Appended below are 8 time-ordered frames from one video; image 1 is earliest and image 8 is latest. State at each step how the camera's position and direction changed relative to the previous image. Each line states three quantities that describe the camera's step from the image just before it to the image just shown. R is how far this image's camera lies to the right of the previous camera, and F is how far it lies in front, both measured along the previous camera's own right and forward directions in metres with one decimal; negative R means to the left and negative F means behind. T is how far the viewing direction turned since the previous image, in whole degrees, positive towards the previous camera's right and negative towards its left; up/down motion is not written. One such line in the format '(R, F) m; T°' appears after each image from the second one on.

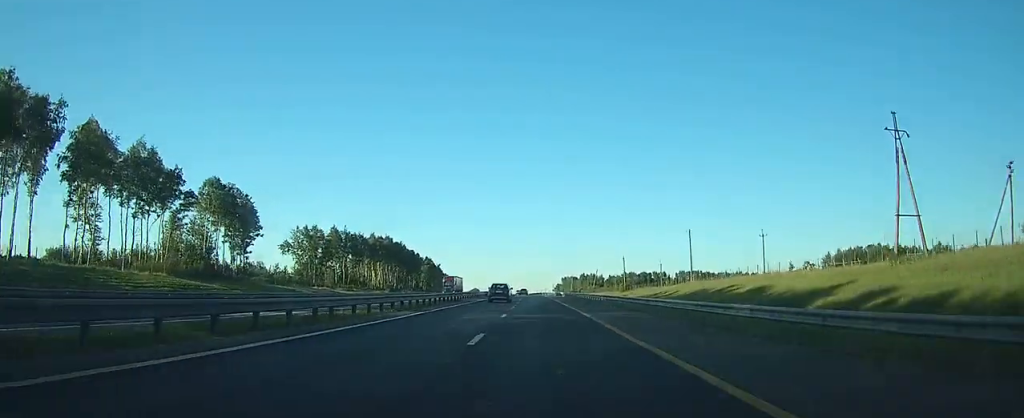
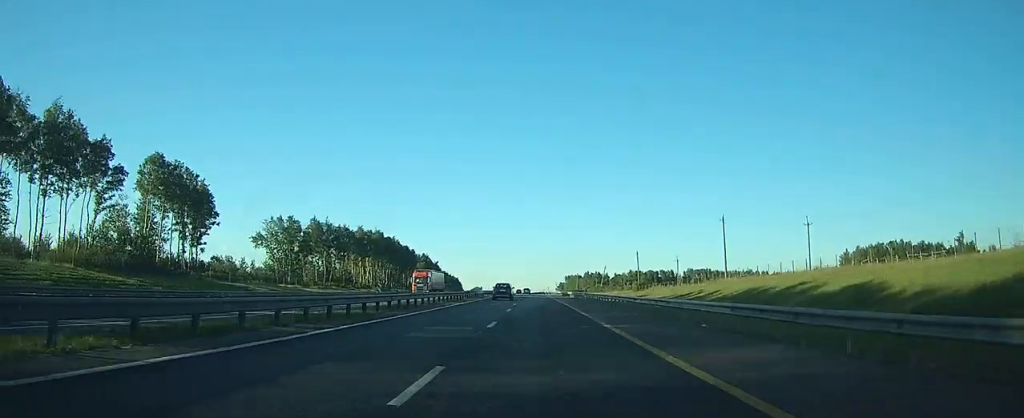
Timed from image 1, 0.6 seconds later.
(-0.1, +18.7) m; 0°
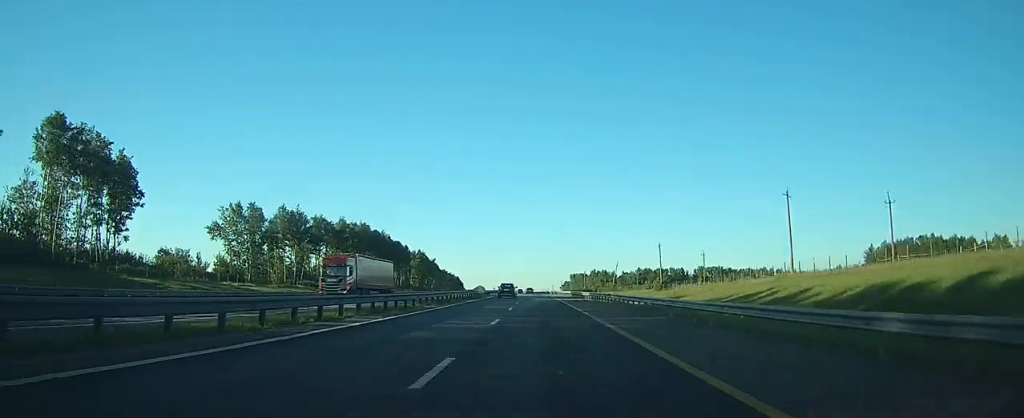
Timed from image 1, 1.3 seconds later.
(-0.1, +23.1) m; 0°
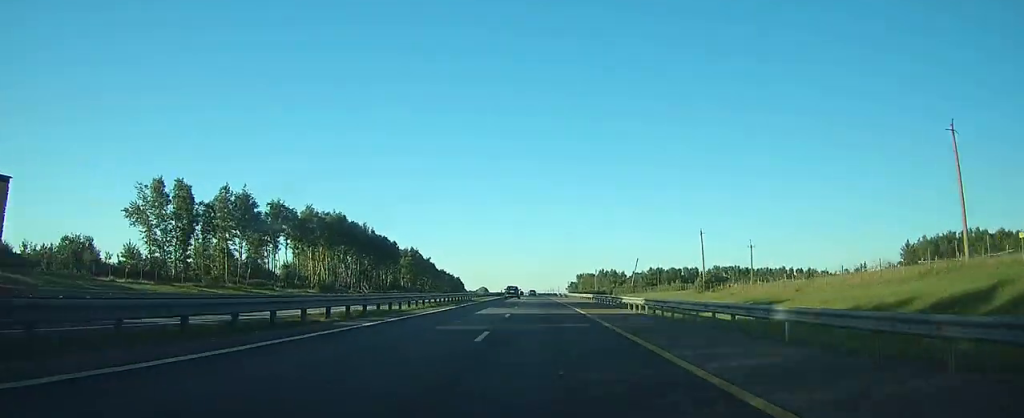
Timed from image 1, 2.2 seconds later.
(0.0, +29.7) m; 0°
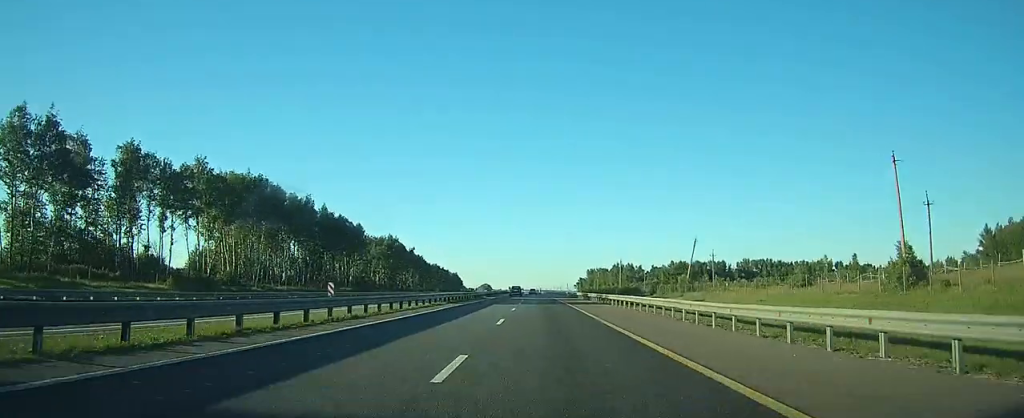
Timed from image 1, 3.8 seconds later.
(-0.3, +54.0) m; -1°
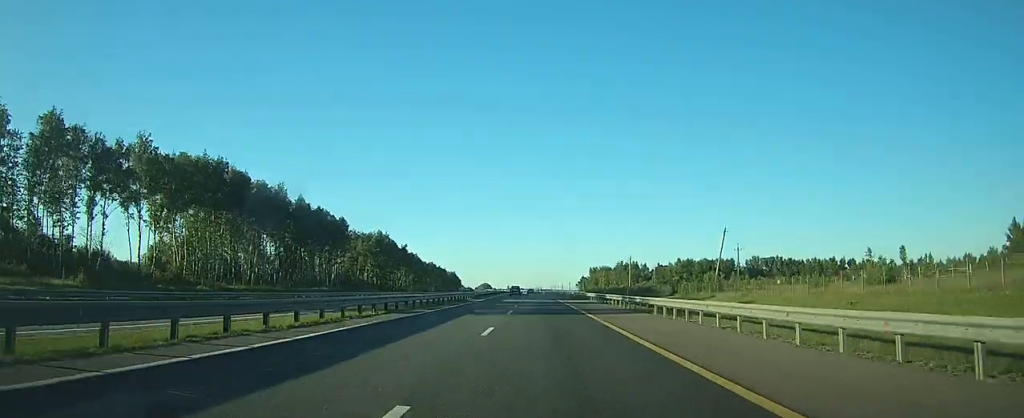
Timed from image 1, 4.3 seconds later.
(-0.1, +16.6) m; 0°
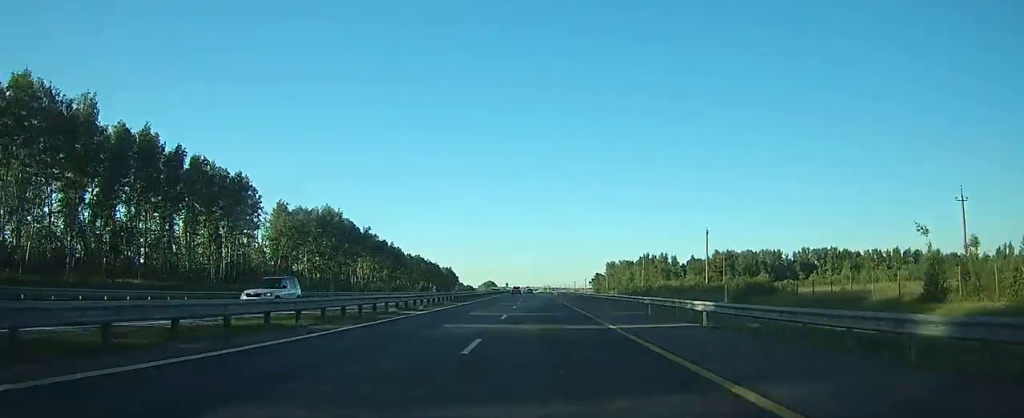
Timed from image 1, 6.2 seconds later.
(-0.3, +64.4) m; -1°
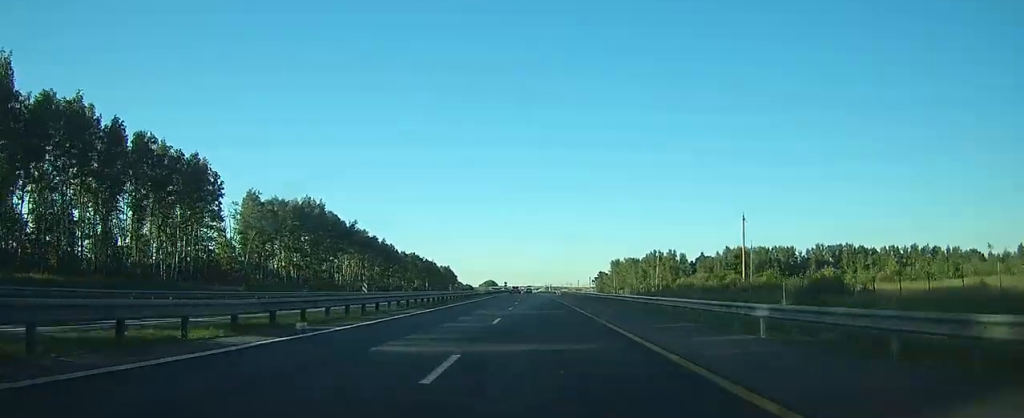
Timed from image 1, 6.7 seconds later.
(0.0, +15.6) m; 0°
